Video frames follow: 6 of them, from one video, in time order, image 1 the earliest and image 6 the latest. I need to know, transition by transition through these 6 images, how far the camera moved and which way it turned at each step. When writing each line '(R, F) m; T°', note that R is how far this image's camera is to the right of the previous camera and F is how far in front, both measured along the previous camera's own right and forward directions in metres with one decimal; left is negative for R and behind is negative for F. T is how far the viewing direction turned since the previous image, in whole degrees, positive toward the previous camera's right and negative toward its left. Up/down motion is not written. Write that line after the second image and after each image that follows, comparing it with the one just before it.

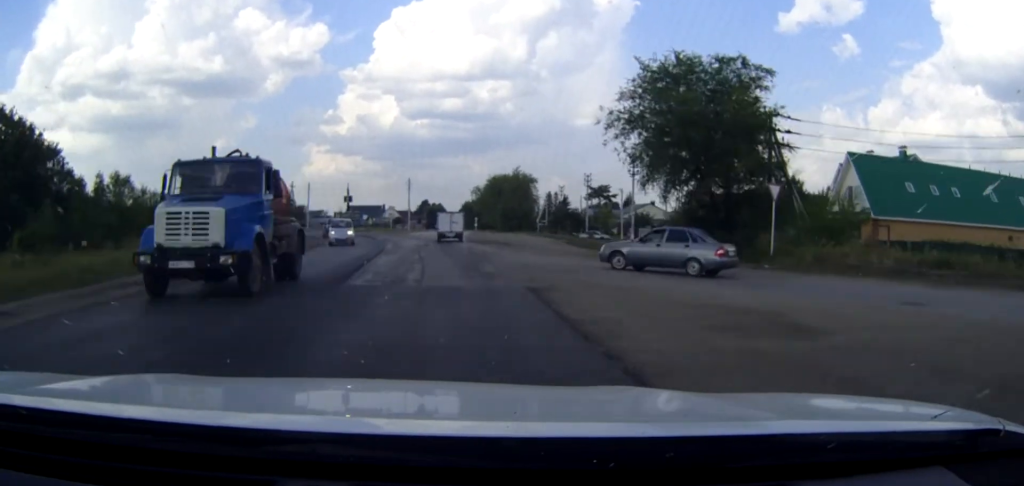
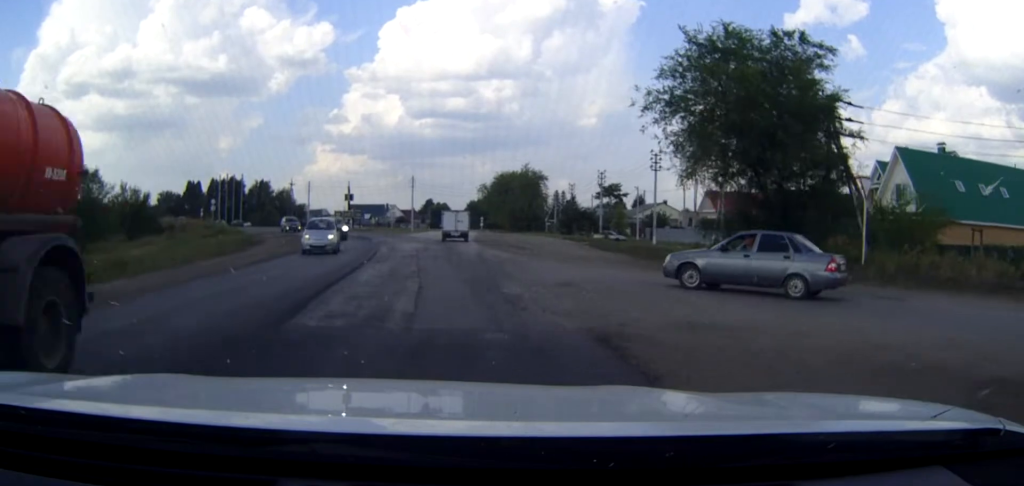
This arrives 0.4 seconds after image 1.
(-0.1, +6.4) m; 0°
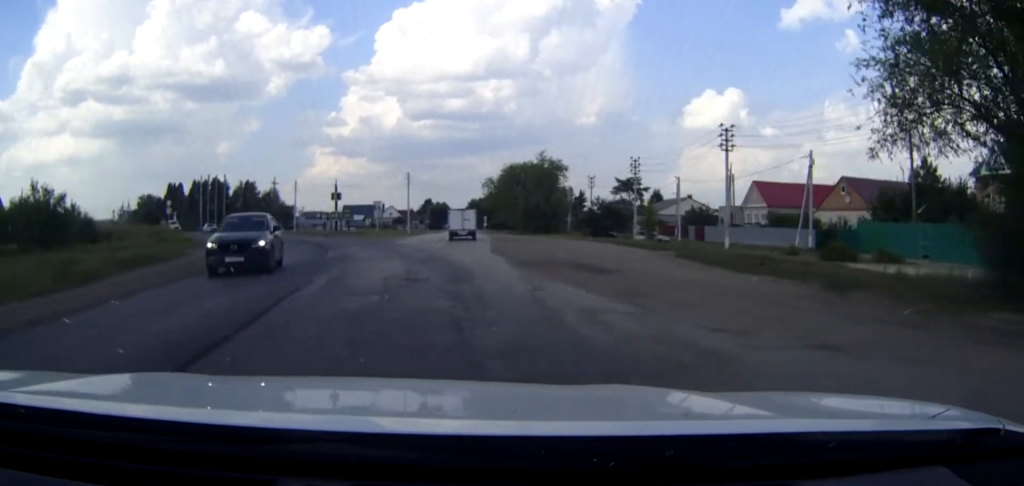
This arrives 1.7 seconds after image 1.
(-0.1, +18.5) m; 0°
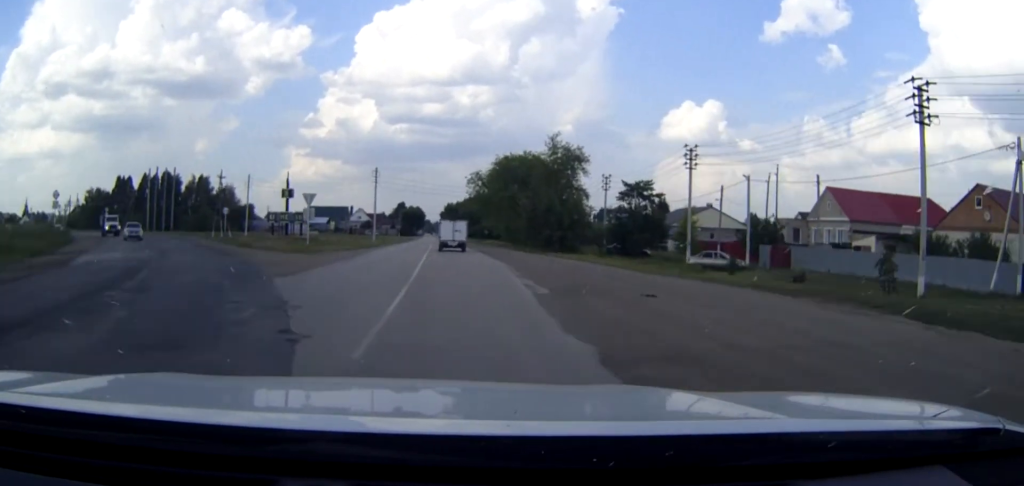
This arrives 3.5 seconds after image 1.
(+0.2, +25.8) m; +2°
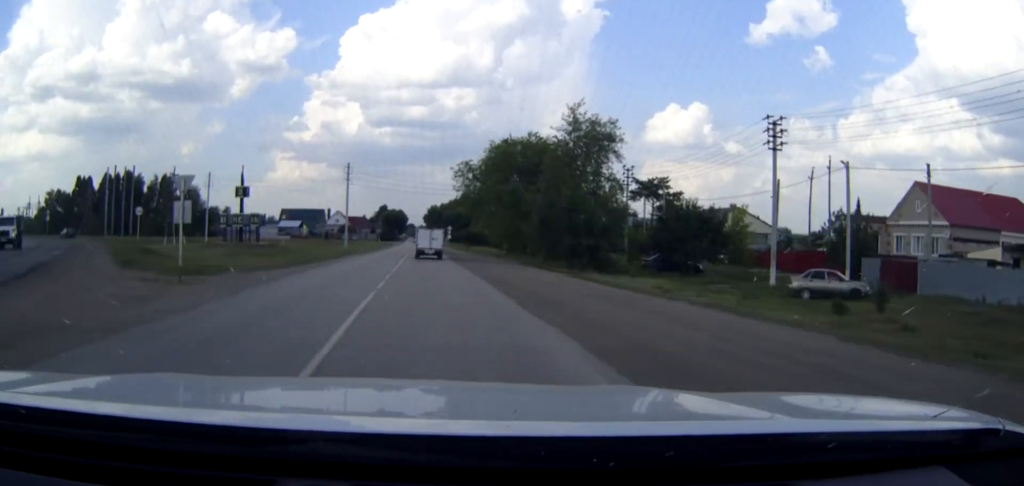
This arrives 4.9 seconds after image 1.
(+0.3, +18.2) m; +1°
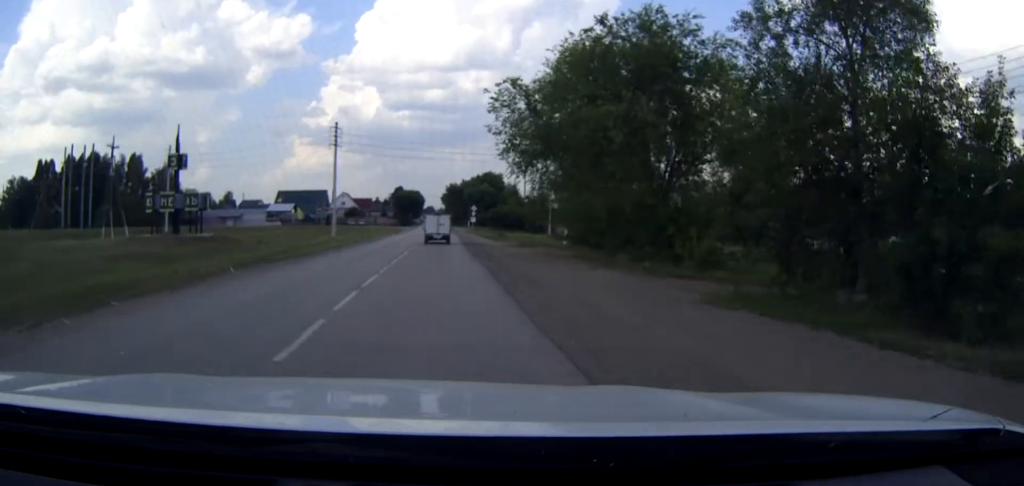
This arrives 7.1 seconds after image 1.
(-0.2, +30.7) m; -1°
